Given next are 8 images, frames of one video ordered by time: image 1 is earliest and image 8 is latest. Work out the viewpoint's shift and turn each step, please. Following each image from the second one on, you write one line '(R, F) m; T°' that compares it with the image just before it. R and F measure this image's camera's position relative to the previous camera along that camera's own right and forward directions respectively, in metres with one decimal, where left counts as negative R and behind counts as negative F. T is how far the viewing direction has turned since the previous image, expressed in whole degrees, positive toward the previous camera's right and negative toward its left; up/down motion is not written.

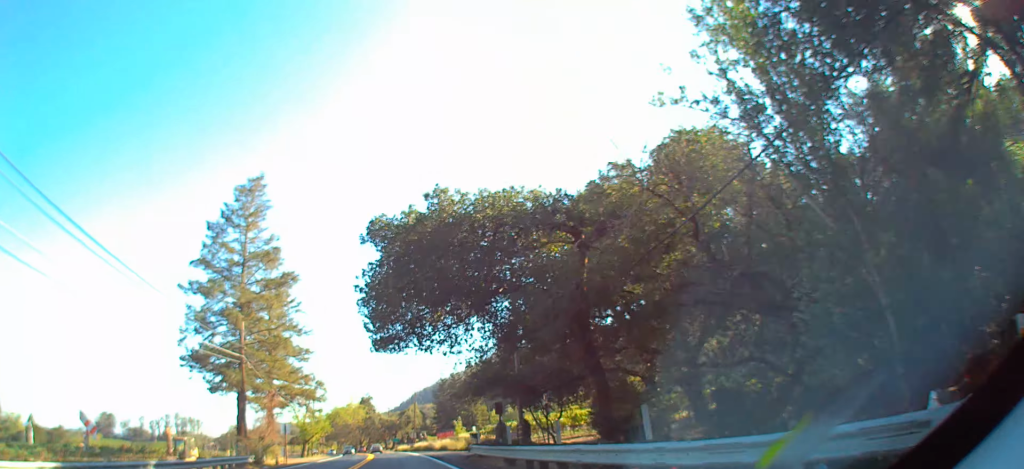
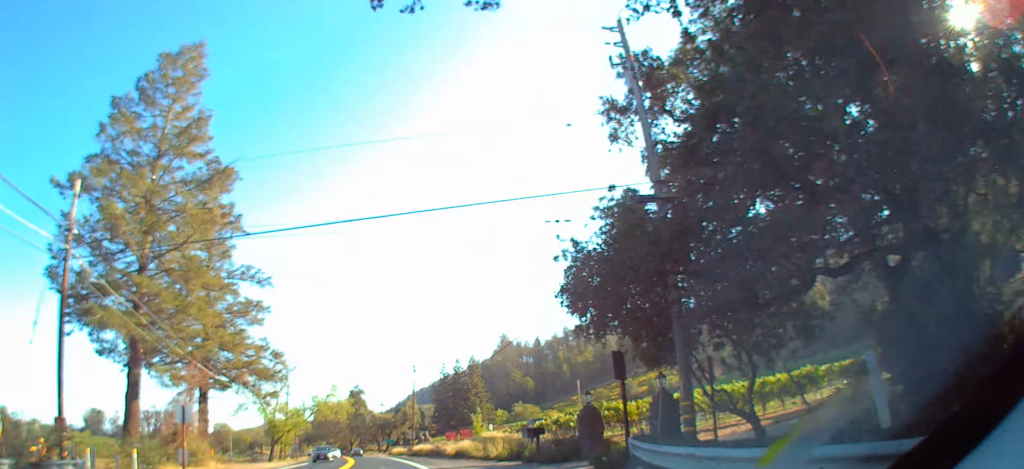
(0.0, +18.4) m; 0°
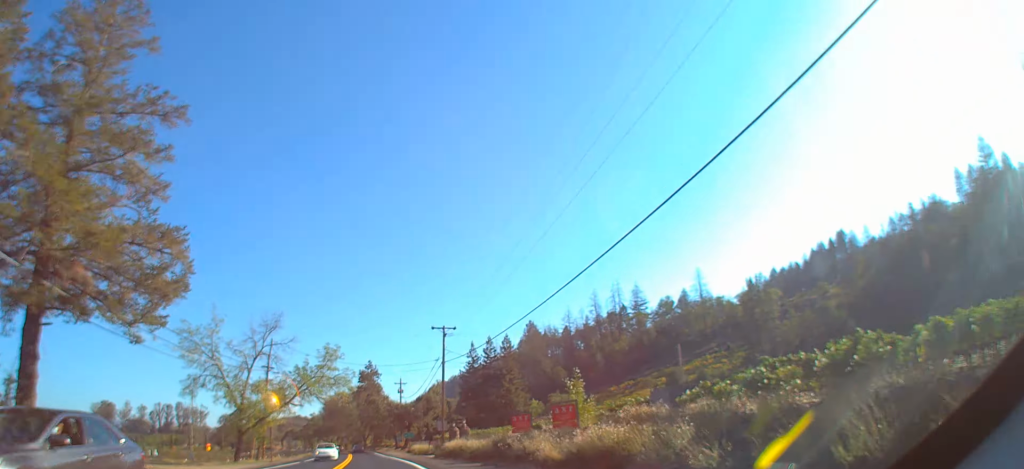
(0.0, +20.8) m; -2°
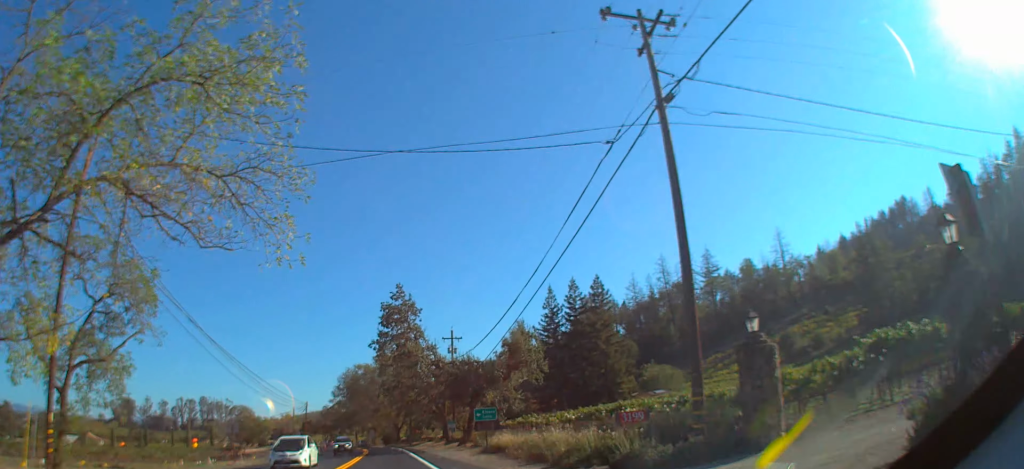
(-1.0, +39.2) m; -1°
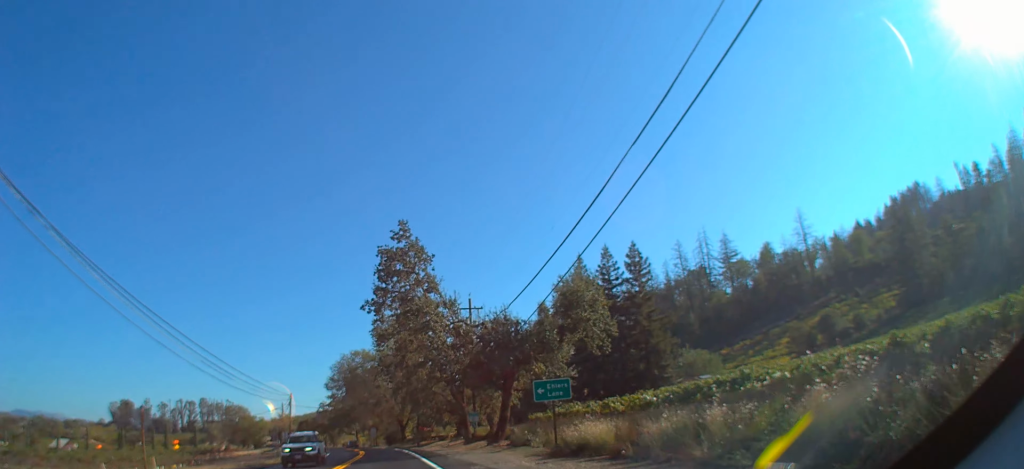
(0.0, +14.4) m; 0°
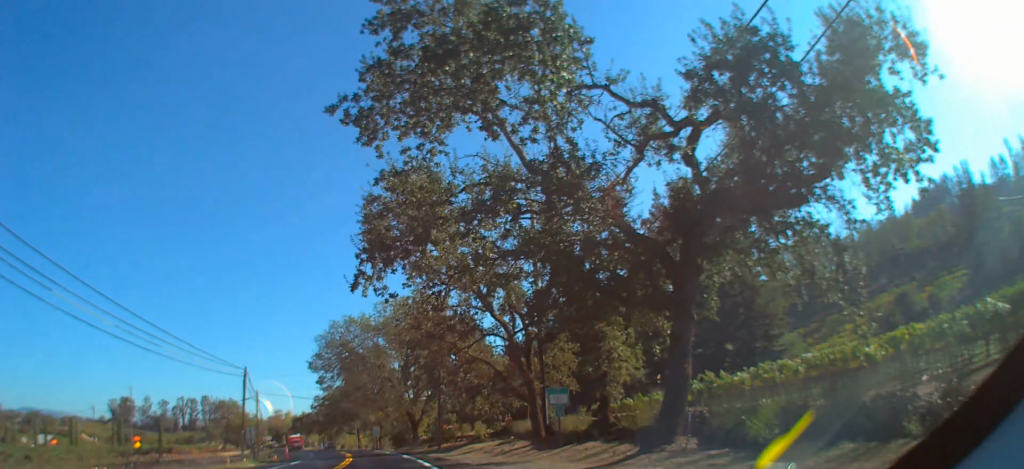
(-0.2, +22.6) m; 0°
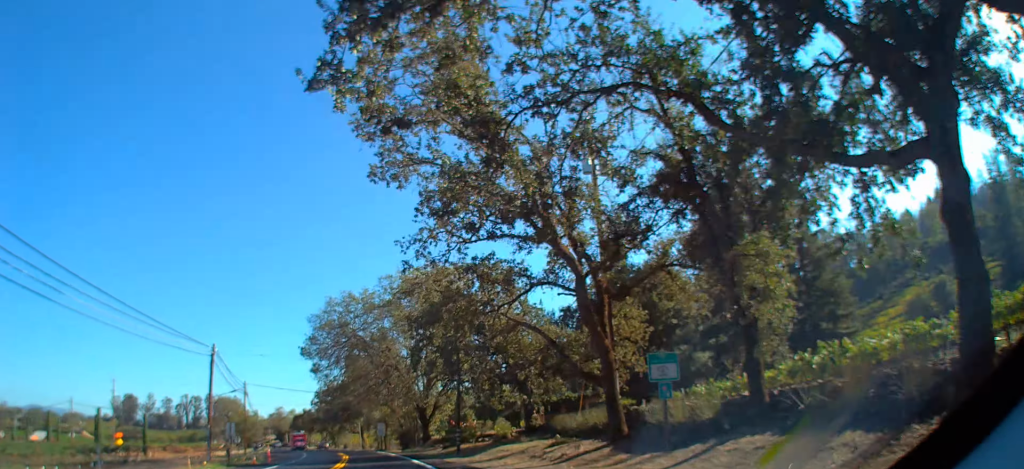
(-0.1, +9.4) m; 0°
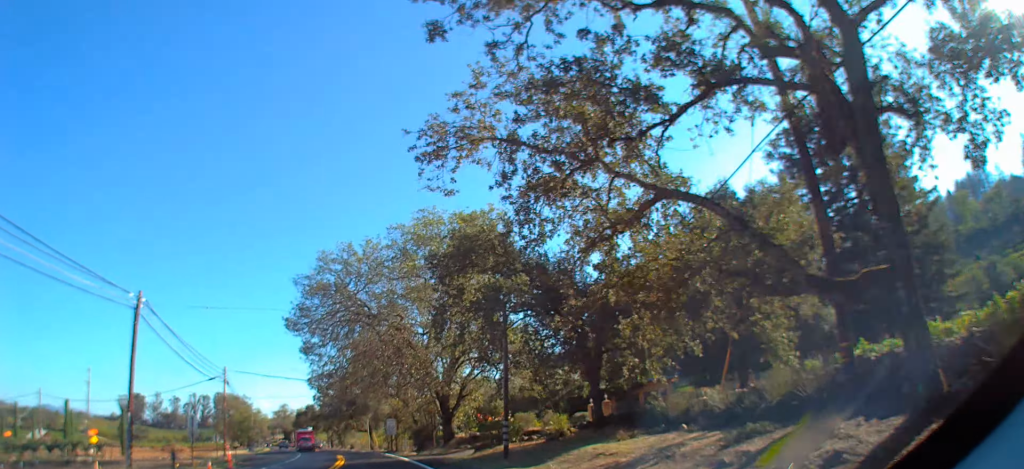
(+0.3, +12.0) m; 0°
